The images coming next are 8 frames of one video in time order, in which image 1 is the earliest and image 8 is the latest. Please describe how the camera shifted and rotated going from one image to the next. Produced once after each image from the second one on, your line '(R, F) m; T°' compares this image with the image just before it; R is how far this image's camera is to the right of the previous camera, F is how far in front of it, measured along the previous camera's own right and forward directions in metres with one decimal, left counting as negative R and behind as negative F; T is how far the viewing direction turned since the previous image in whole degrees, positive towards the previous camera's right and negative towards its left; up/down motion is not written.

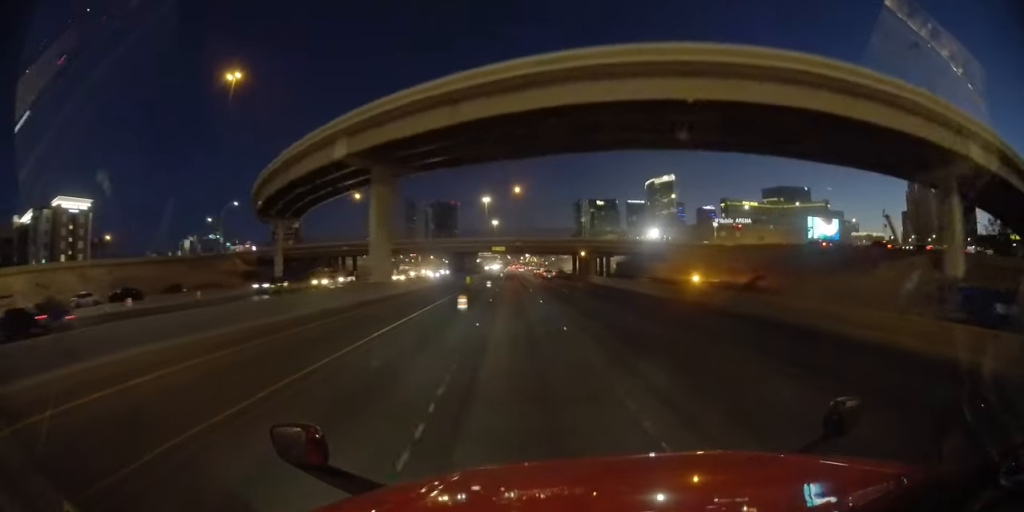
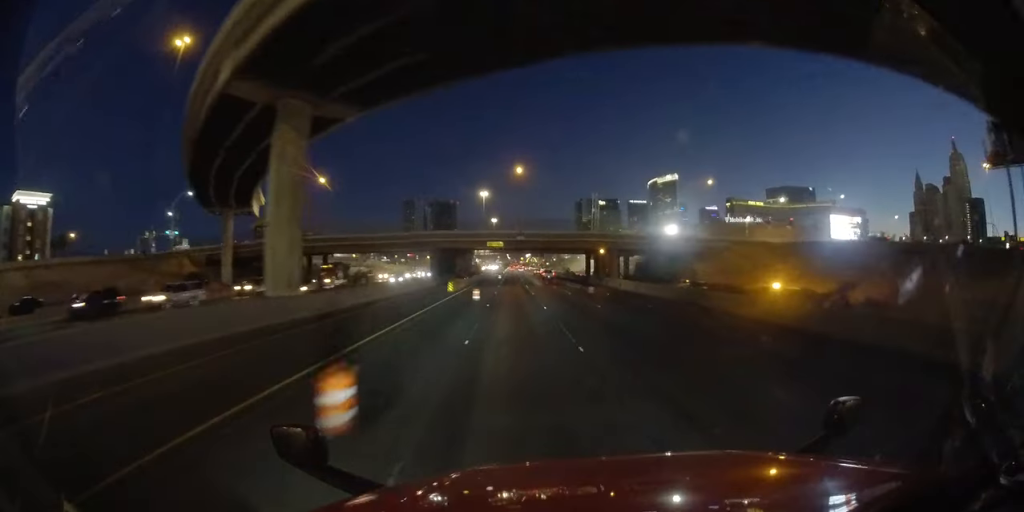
(0.0, +16.3) m; 0°
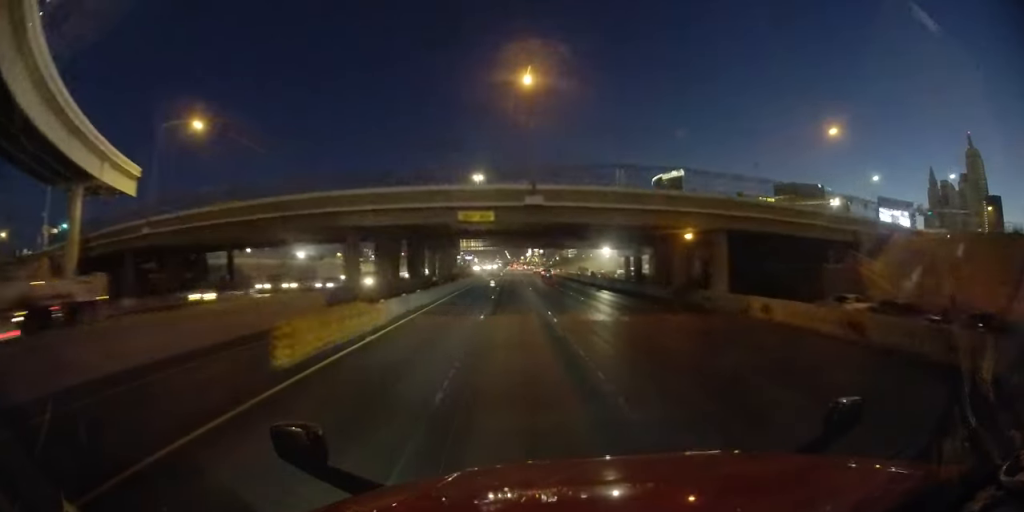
(-0.1, +30.4) m; 0°
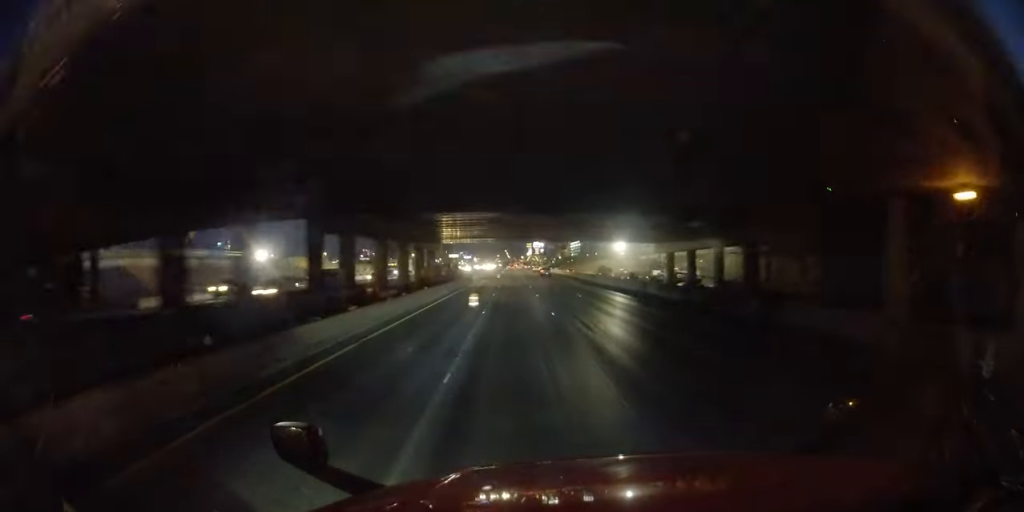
(0.0, +22.9) m; 0°
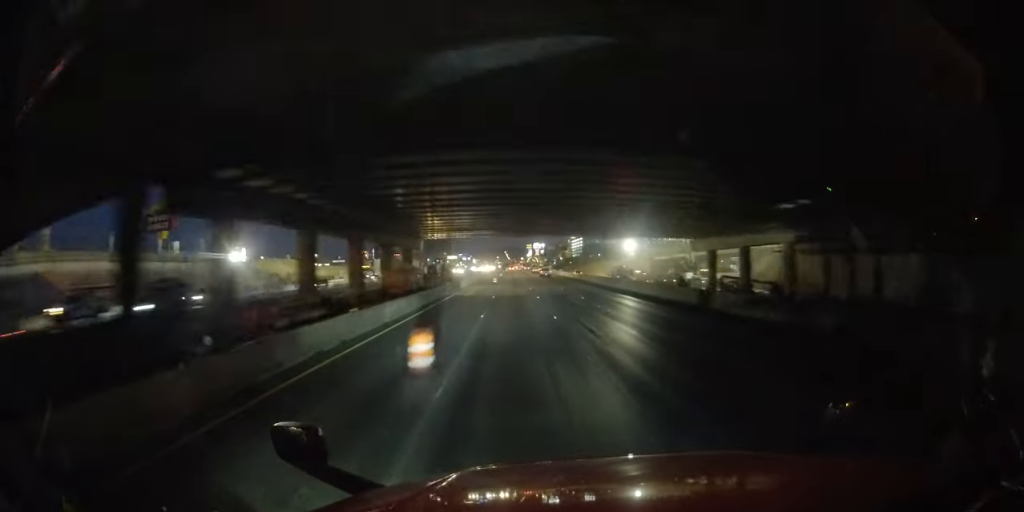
(0.0, +13.2) m; 0°
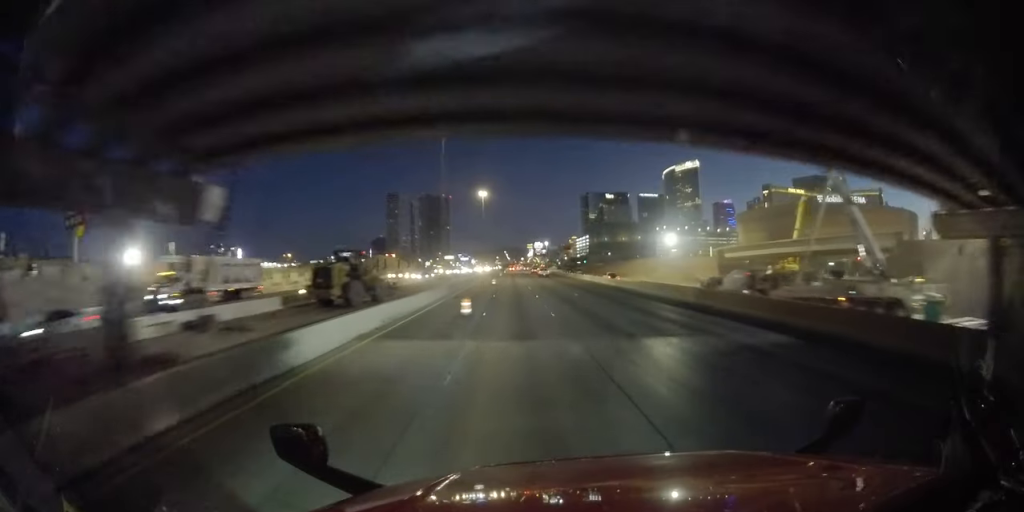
(+0.8, +35.4) m; +2°
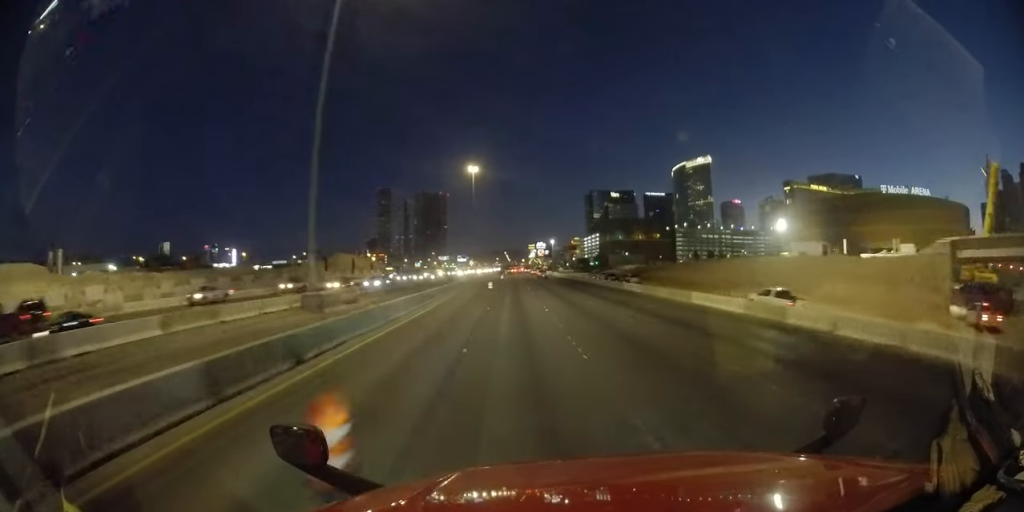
(-0.1, +44.6) m; -1°
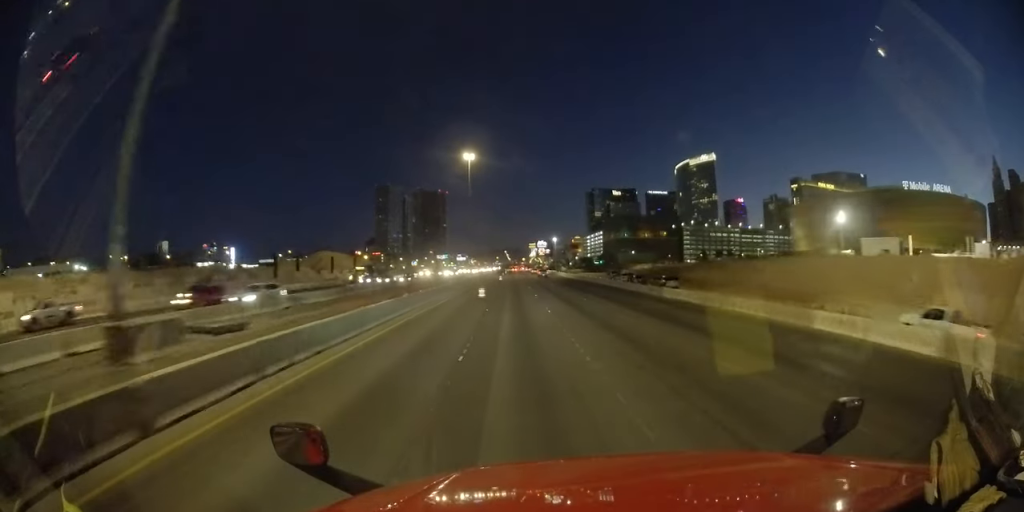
(0.0, +13.0) m; 0°
